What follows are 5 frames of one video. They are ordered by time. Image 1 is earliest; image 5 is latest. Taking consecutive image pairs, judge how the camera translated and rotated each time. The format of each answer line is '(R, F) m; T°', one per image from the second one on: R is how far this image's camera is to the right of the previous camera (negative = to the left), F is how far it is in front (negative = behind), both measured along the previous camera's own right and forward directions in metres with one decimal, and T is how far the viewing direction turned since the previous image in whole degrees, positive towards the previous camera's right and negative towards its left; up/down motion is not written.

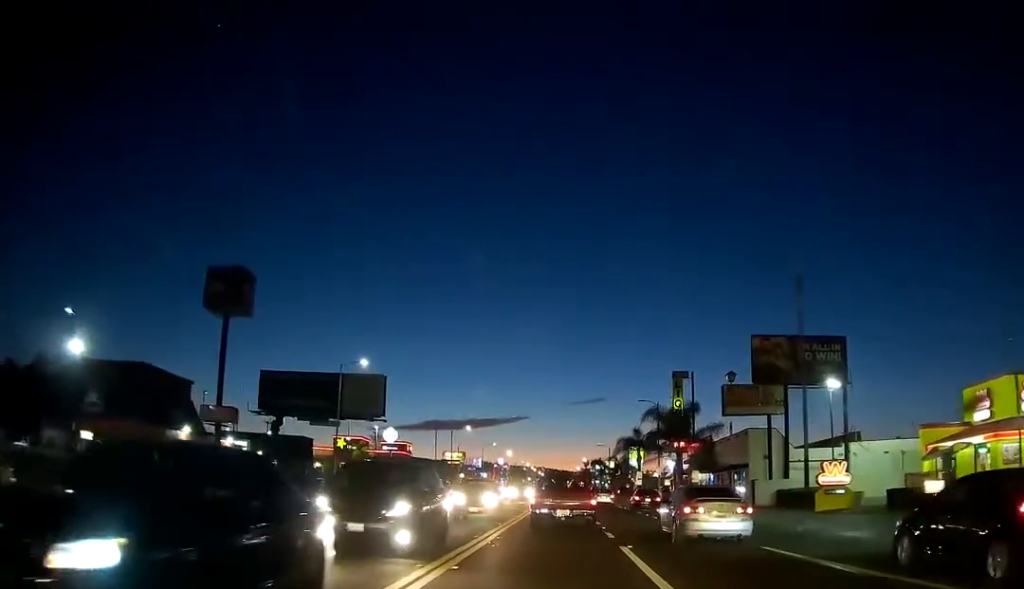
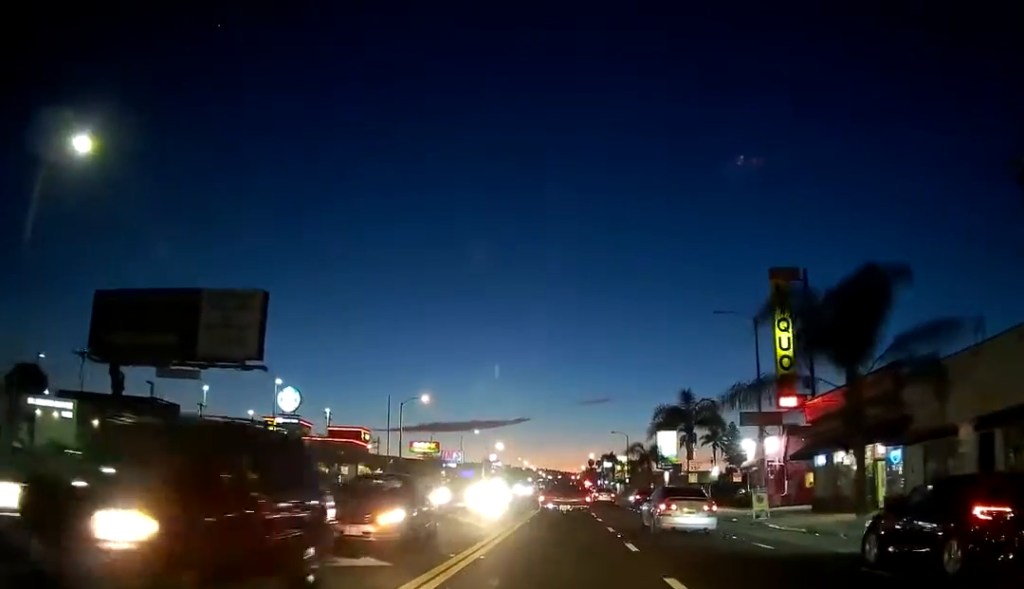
(0.0, +34.1) m; -1°
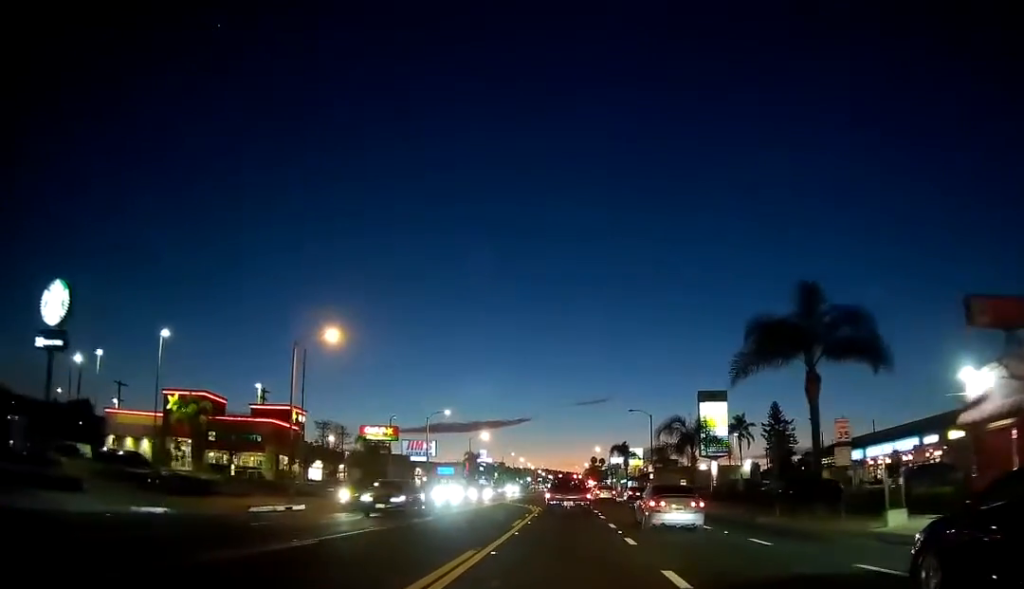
(-0.1, +28.5) m; +1°
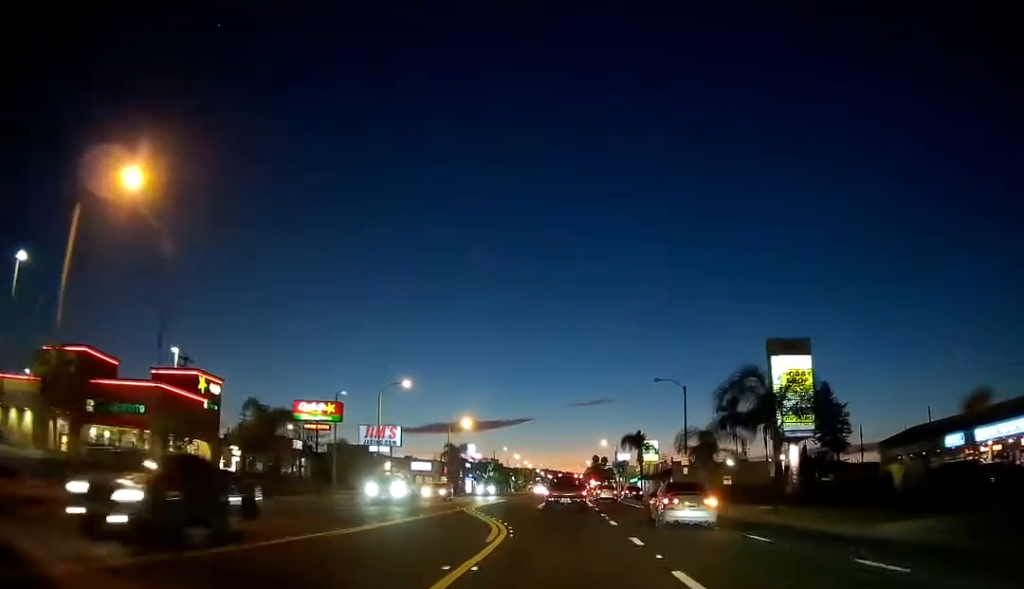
(0.0, +21.9) m; 0°
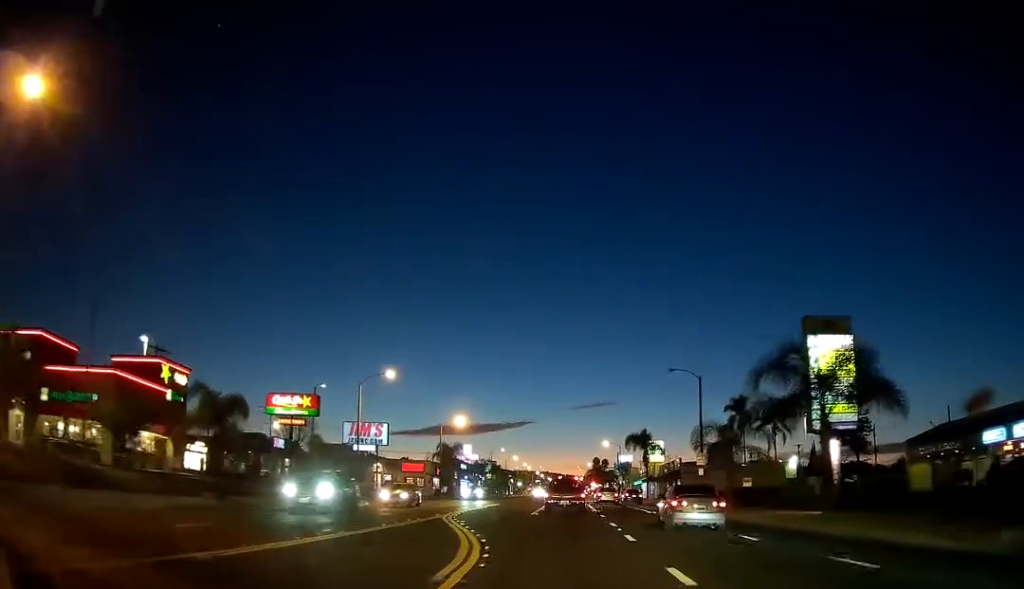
(0.0, +6.6) m; 0°
